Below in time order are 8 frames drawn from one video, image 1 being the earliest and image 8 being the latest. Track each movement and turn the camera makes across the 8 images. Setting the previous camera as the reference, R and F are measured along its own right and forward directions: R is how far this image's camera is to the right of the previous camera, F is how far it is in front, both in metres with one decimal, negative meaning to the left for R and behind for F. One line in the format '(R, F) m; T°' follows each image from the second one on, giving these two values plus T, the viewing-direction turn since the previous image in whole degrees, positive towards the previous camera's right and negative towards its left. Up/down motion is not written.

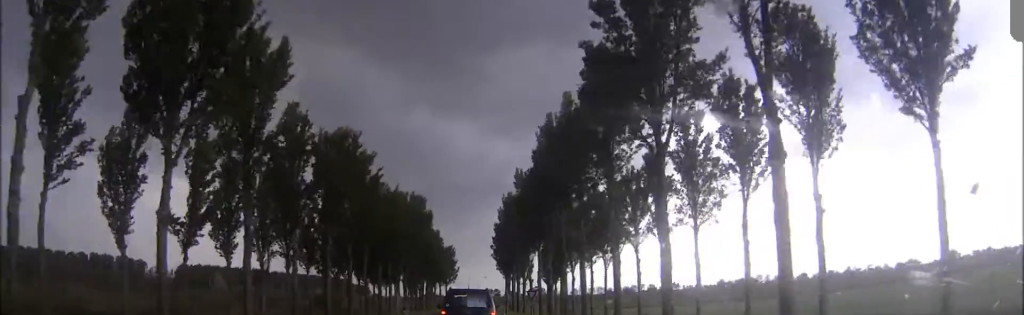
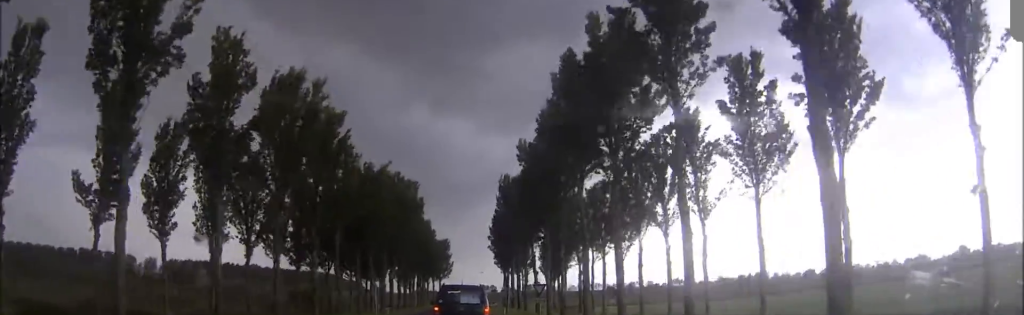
(-0.1, +10.1) m; 0°
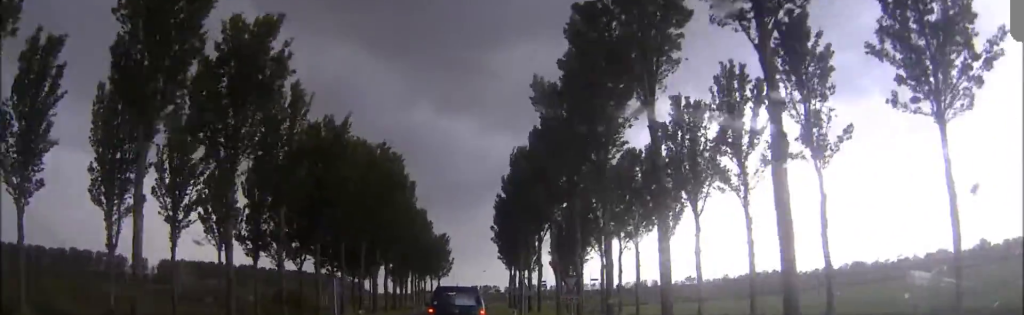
(0.0, +14.0) m; 0°
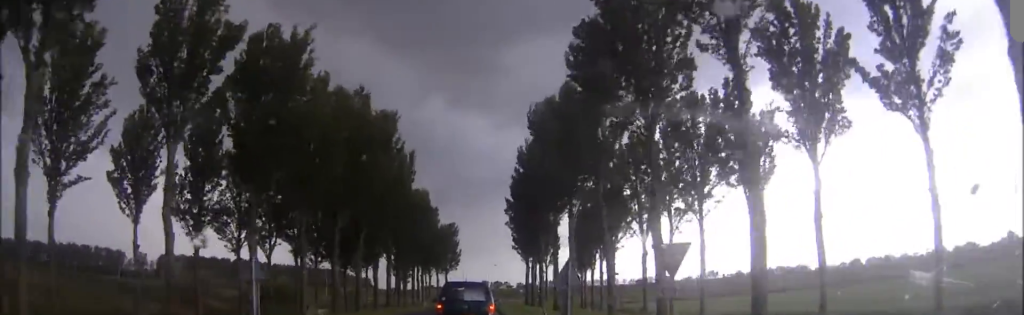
(+0.1, +13.9) m; 0°
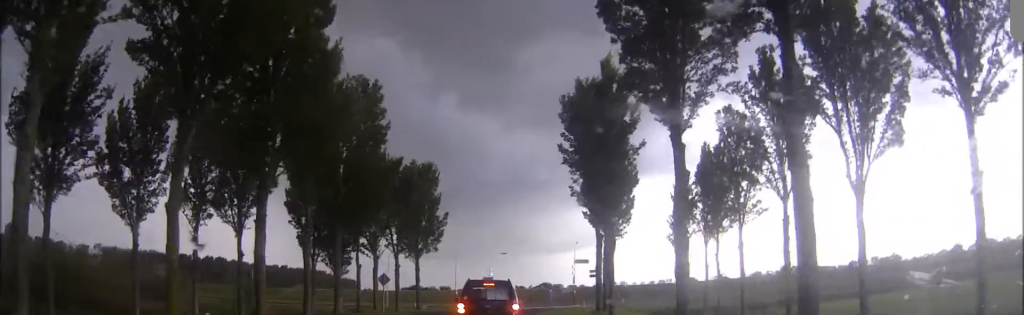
(-0.9, +63.6) m; 0°
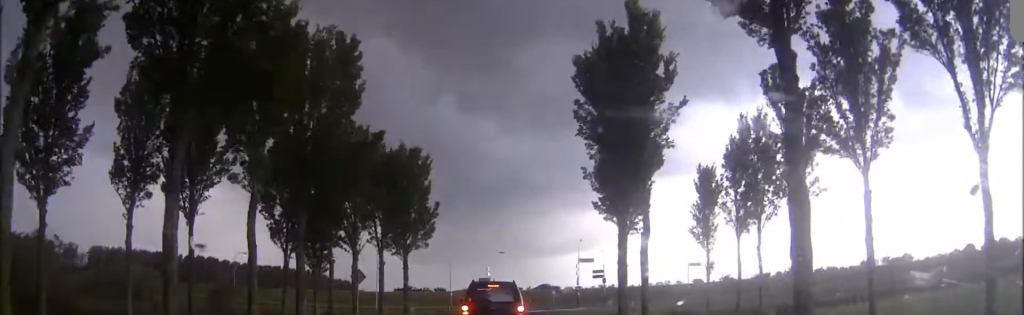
(+0.1, +8.3) m; +1°
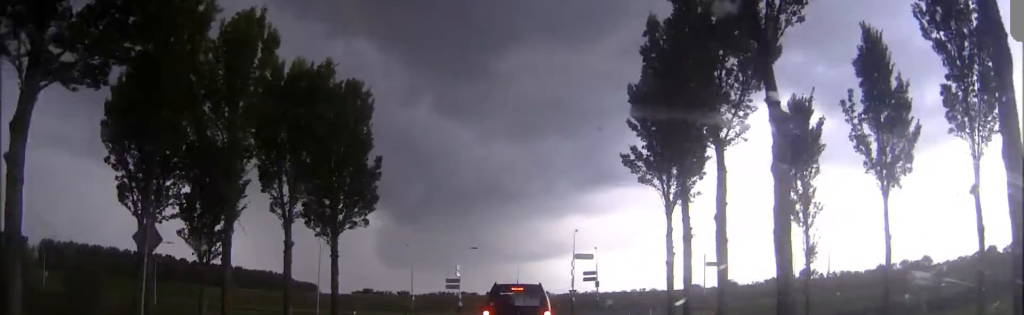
(+0.6, +22.4) m; +3°
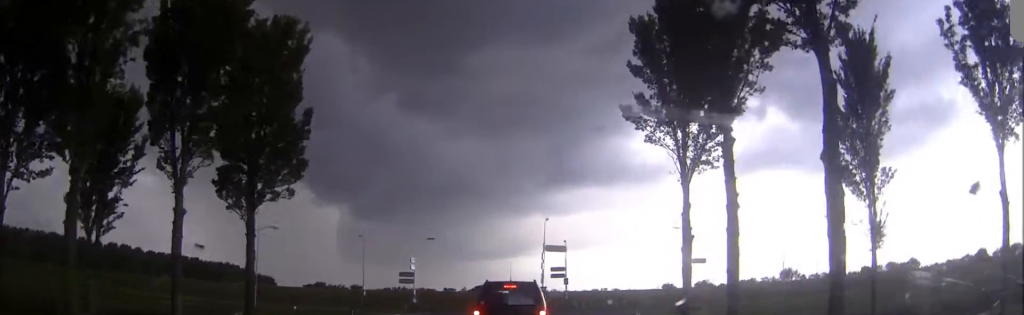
(+0.1, +9.9) m; +1°
